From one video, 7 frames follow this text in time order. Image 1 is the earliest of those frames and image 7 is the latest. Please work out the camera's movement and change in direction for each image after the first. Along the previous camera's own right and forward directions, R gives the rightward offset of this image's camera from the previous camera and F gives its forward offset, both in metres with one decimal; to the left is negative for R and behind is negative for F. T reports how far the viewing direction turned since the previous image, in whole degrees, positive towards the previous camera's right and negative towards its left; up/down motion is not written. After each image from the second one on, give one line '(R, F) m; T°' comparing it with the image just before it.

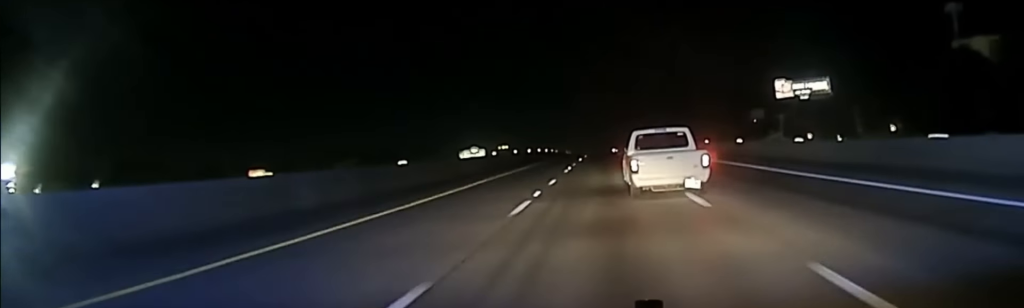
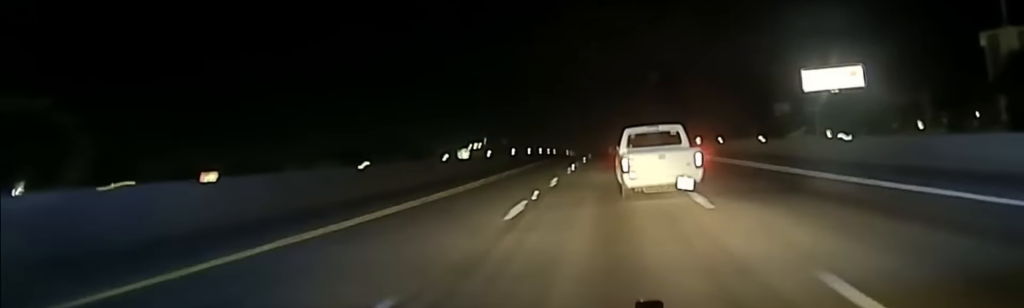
(0.0, +29.3) m; 0°
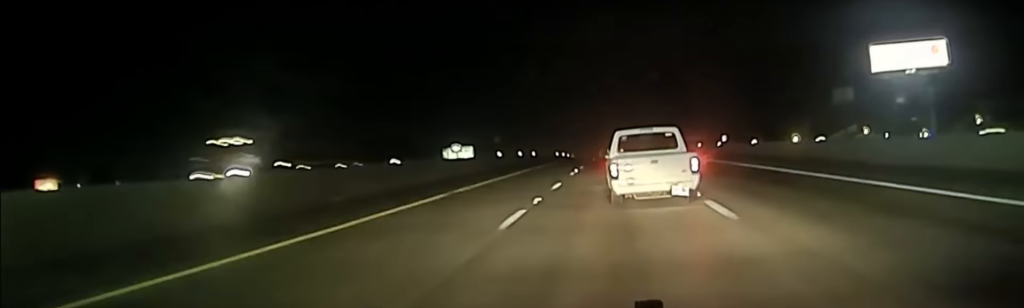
(-0.1, +56.1) m; 0°
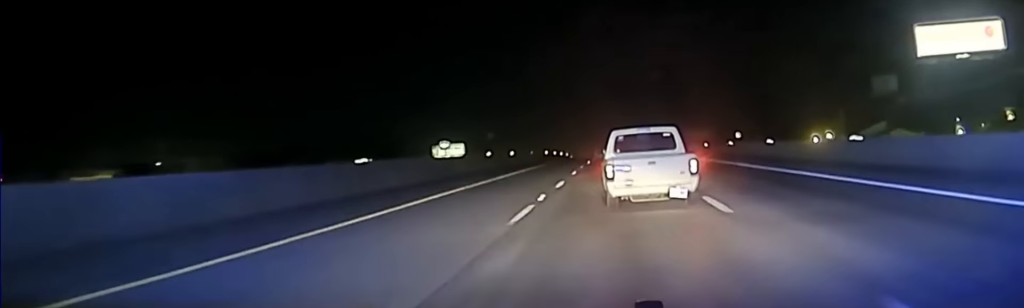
(0.0, +24.6) m; 0°
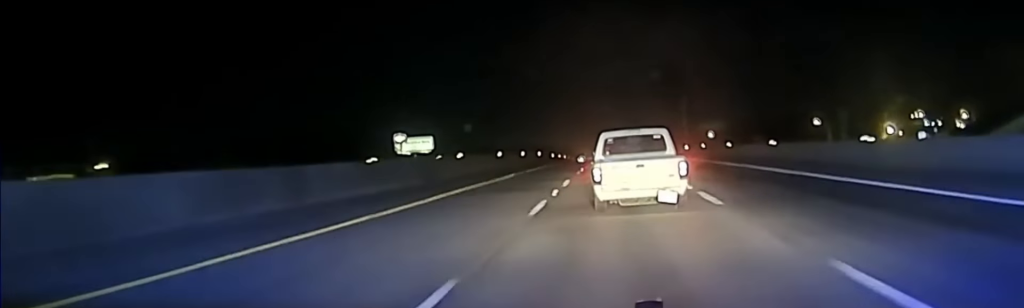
(+0.4, +68.6) m; +1°
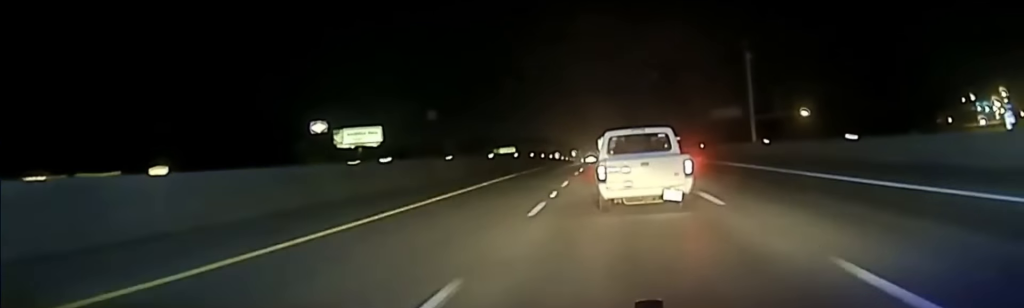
(-0.6, +62.0) m; -1°
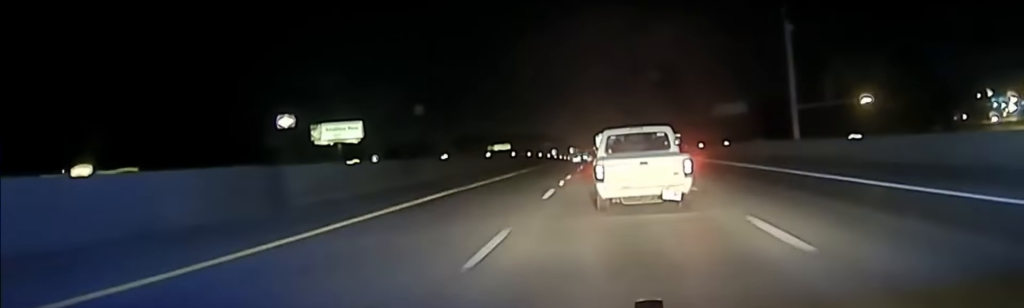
(-0.1, +16.1) m; 0°
